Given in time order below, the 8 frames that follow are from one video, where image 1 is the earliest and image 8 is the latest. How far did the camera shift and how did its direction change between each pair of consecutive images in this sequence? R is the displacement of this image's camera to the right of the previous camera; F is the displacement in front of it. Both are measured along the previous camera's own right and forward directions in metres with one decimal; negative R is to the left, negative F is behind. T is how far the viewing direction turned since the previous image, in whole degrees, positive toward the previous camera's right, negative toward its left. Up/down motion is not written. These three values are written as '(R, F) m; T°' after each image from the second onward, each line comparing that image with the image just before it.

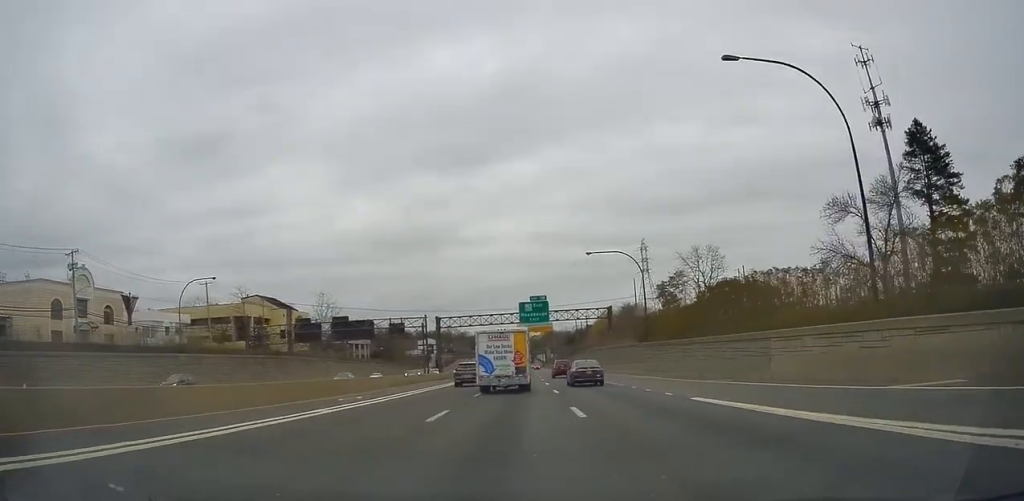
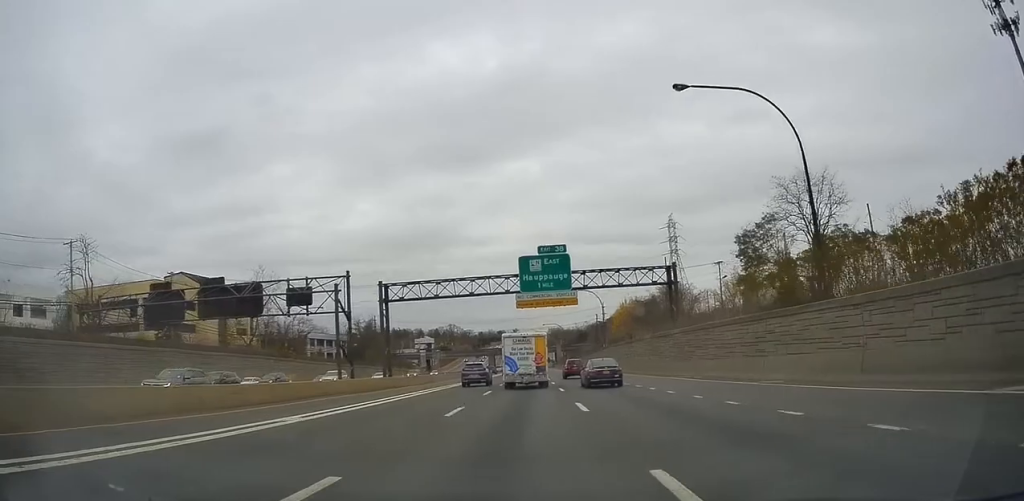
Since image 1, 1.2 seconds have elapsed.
(0.0, +34.4) m; 0°
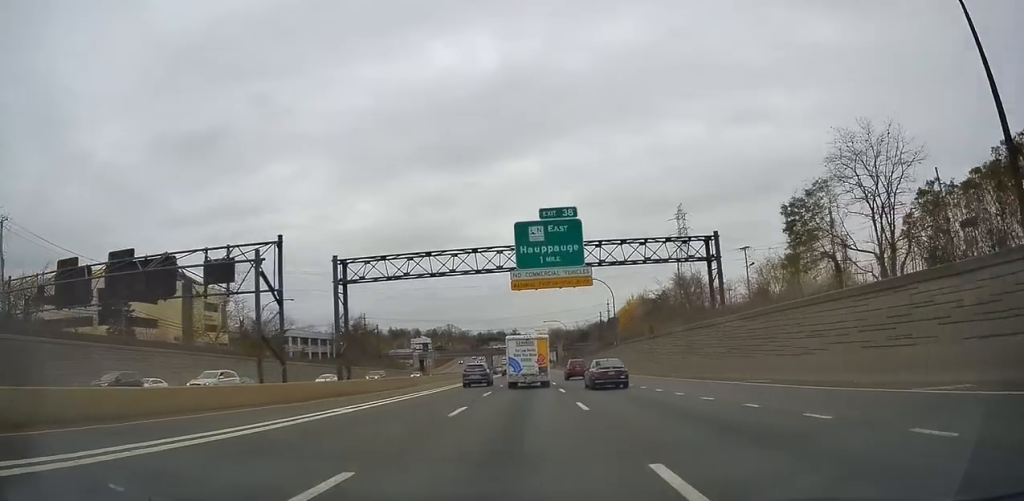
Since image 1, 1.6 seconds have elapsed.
(0.0, +11.8) m; 0°
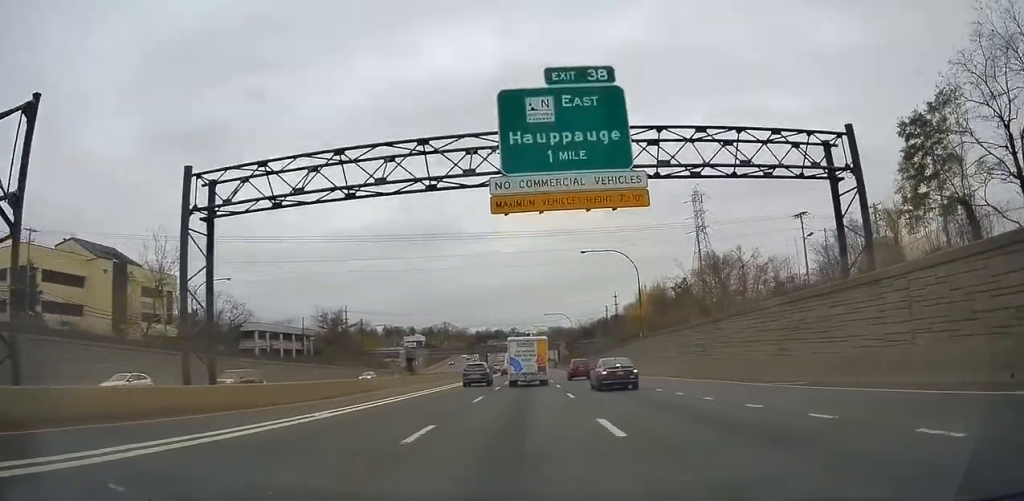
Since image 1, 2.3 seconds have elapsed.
(0.0, +18.1) m; 0°
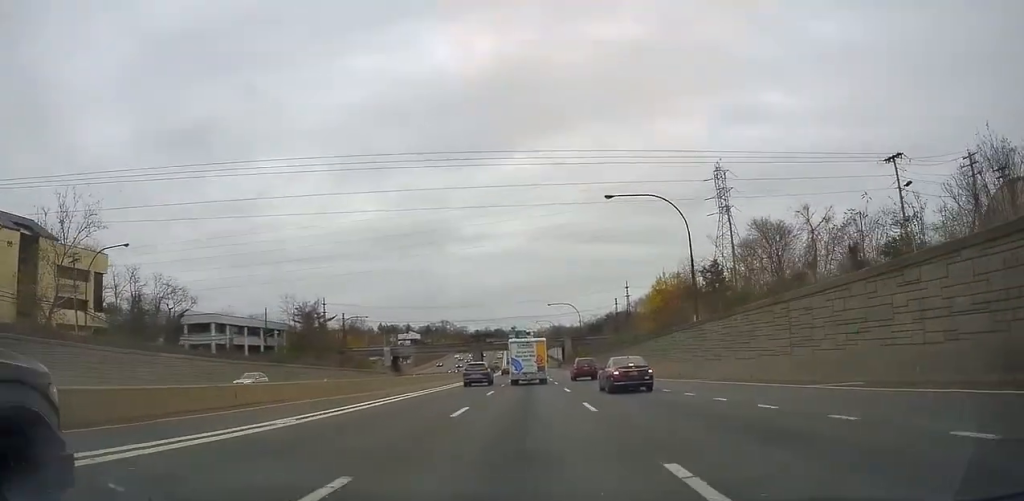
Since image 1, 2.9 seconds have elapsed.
(0.0, +18.7) m; 0°
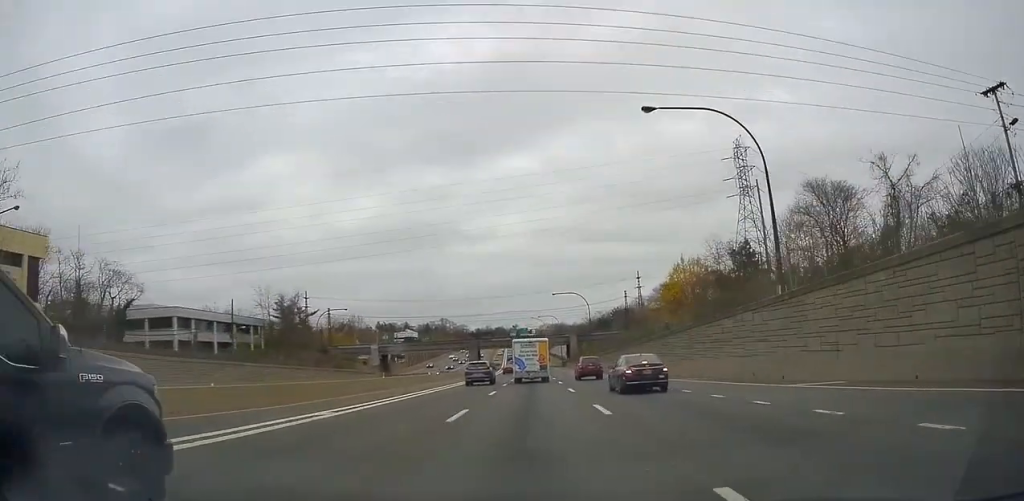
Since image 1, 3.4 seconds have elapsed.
(0.0, +13.5) m; 0°
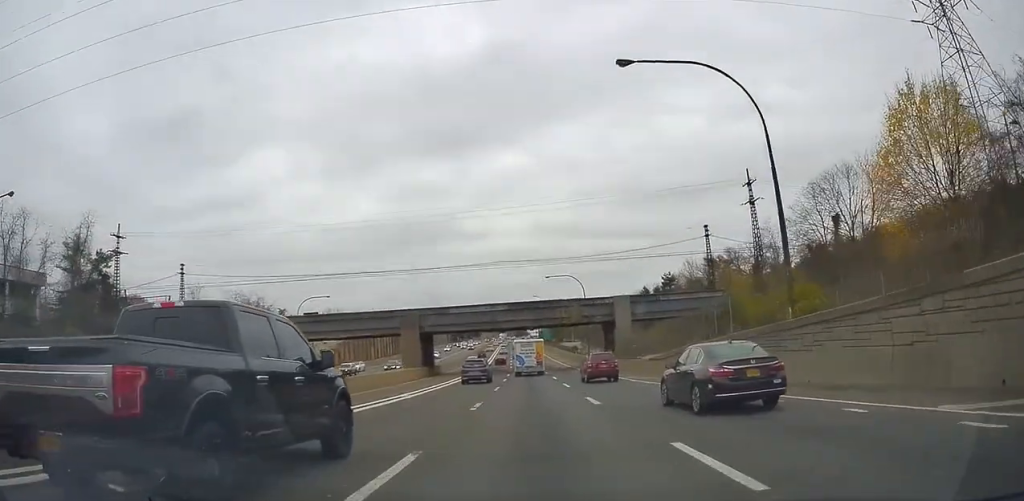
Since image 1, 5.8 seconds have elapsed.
(-1.0, +68.6) m; -1°
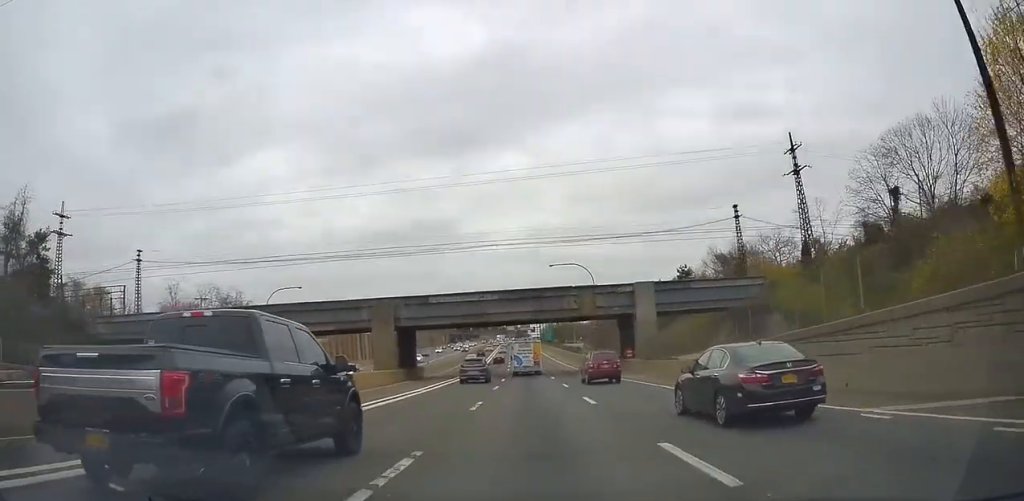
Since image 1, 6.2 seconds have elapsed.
(+0.1, +11.7) m; 0°
